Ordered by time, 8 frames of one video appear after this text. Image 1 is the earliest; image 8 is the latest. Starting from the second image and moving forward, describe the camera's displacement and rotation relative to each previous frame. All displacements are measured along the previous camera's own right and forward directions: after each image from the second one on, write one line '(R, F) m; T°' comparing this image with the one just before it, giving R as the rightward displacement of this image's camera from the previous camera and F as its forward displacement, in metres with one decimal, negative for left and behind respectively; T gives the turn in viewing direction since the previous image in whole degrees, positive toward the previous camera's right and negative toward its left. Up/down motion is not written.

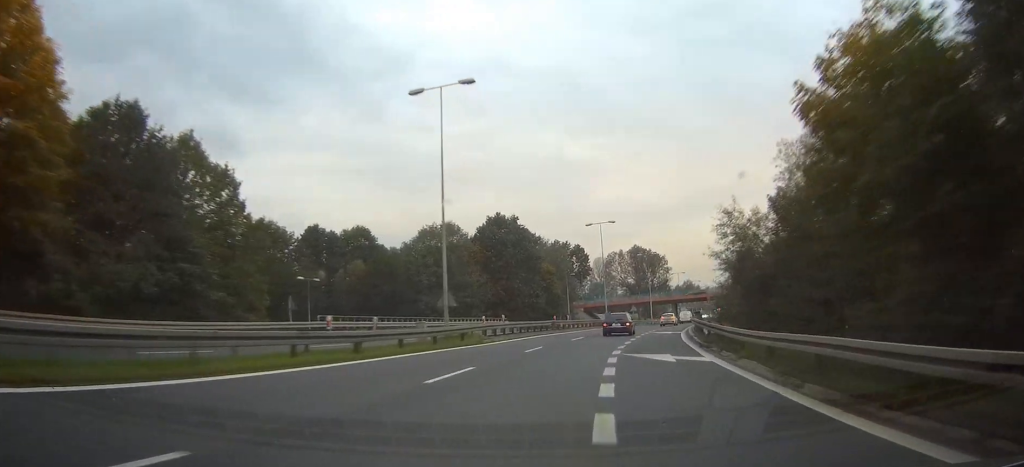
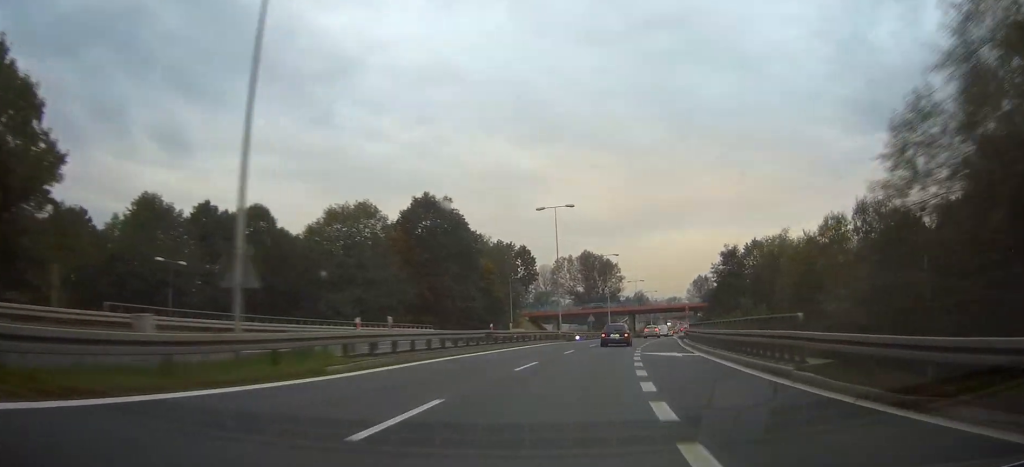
(+0.1, +17.5) m; +3°
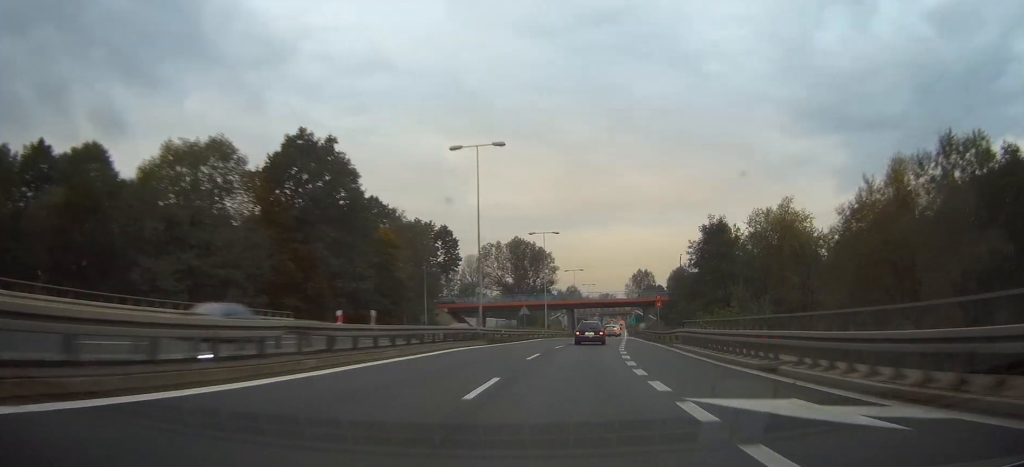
(+1.0, +19.5) m; +5°
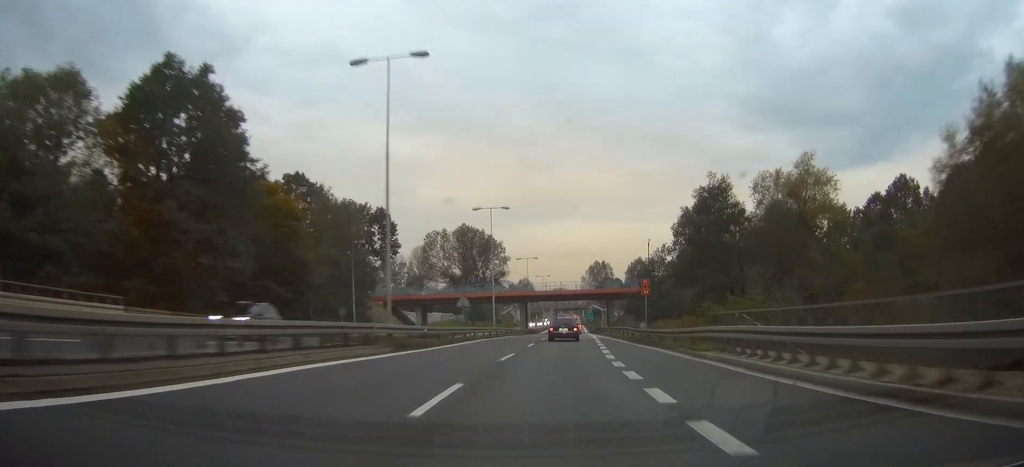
(+0.5, +14.4) m; +4°
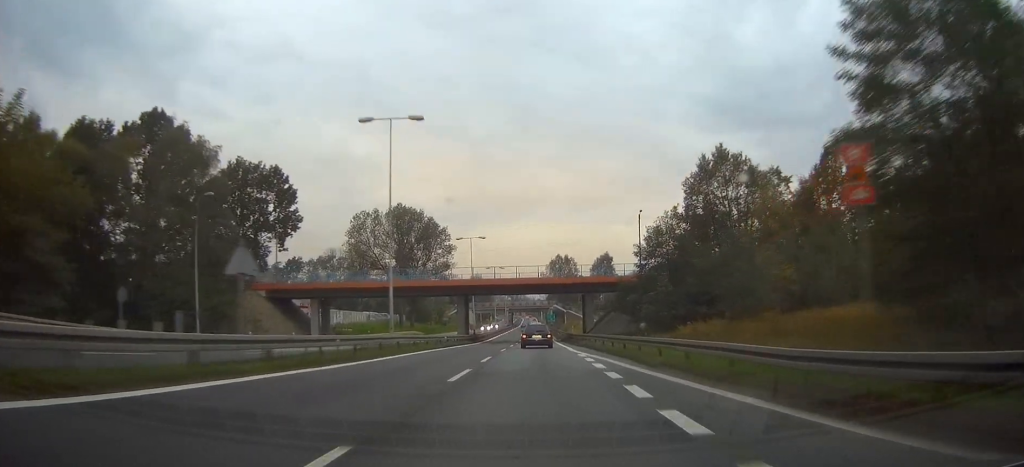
(+1.9, +30.7) m; +5°
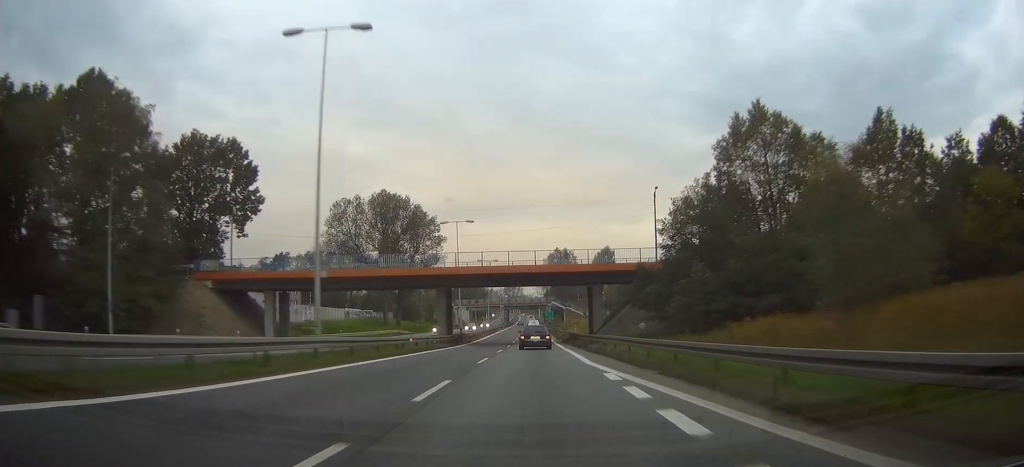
(+0.1, +11.8) m; 0°
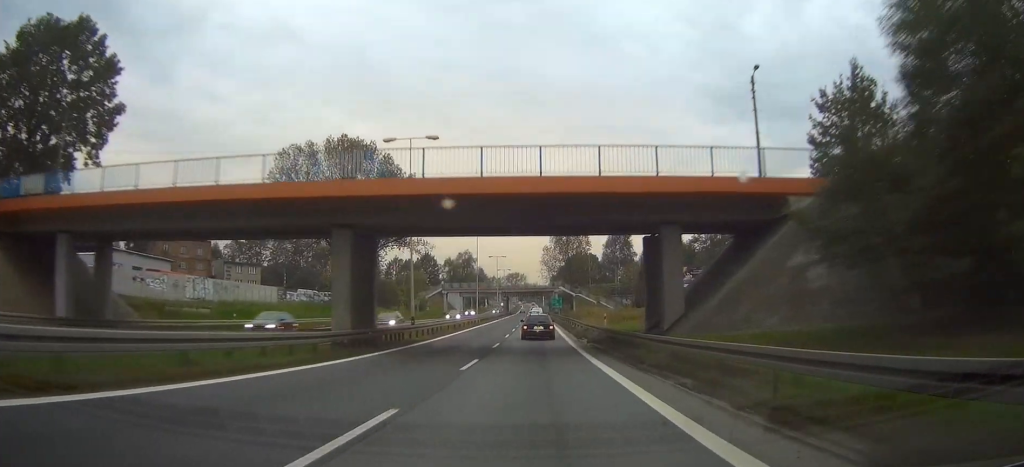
(-0.1, +29.5) m; 0°
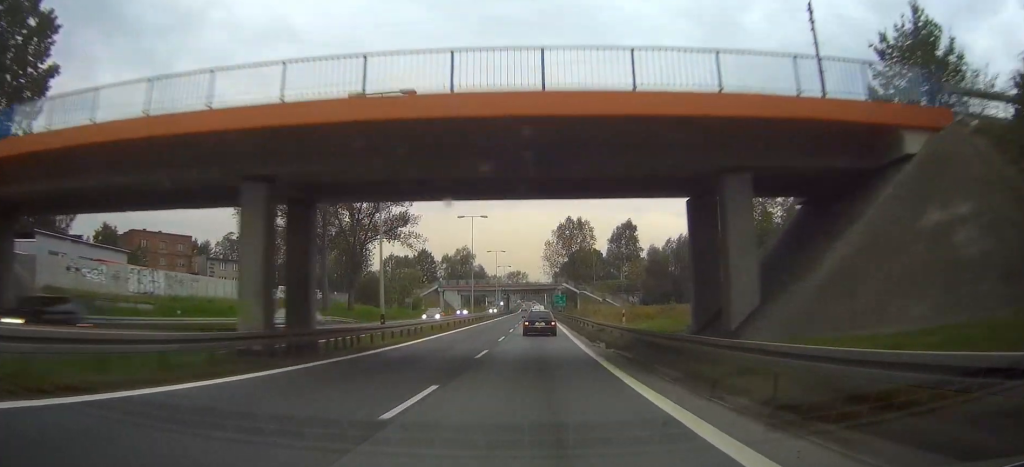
(-0.1, +8.8) m; 0°
